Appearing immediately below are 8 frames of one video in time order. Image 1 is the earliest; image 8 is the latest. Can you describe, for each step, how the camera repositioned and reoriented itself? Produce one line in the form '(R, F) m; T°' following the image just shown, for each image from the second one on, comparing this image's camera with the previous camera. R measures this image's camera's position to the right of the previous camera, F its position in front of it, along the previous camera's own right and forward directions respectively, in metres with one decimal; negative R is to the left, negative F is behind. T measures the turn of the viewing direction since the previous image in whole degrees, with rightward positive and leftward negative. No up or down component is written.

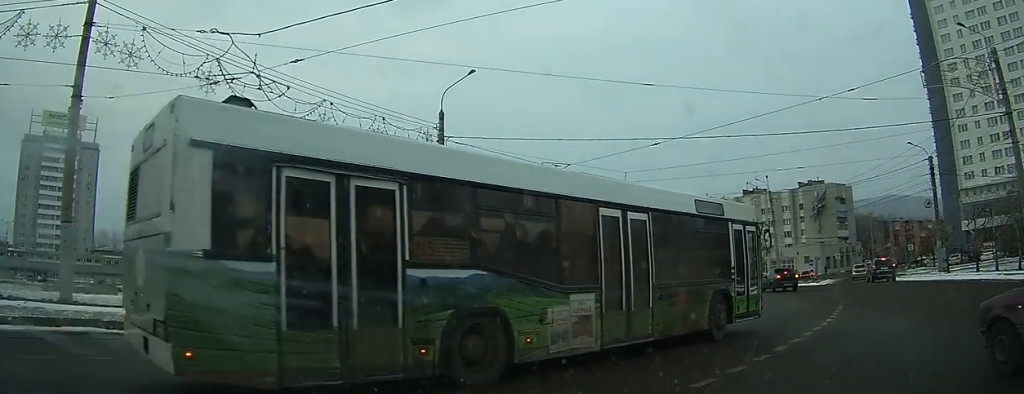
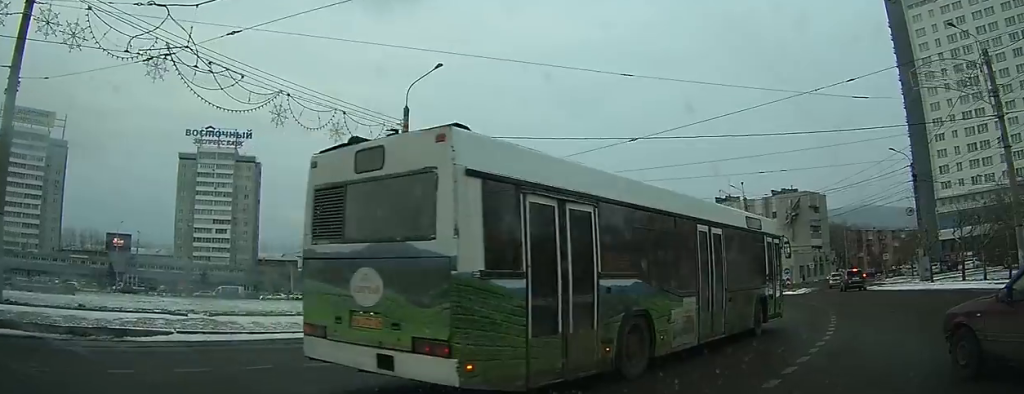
(0.0, +1.7) m; +3°
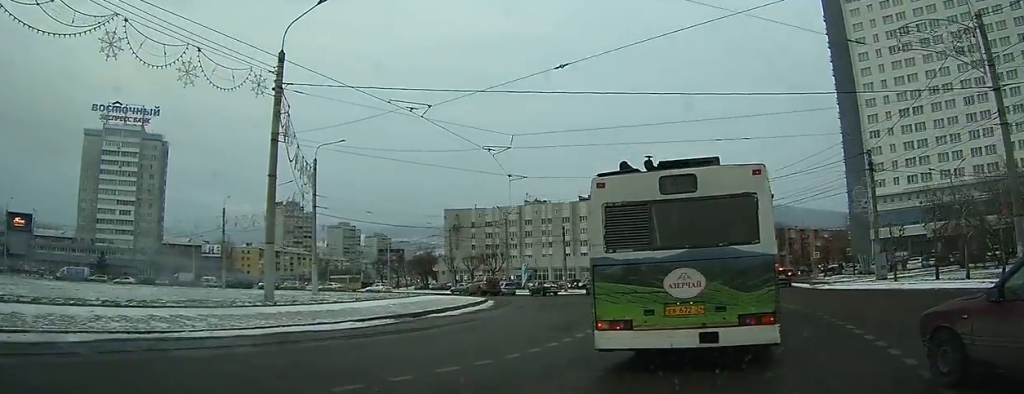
(+0.2, +5.3) m; +3°
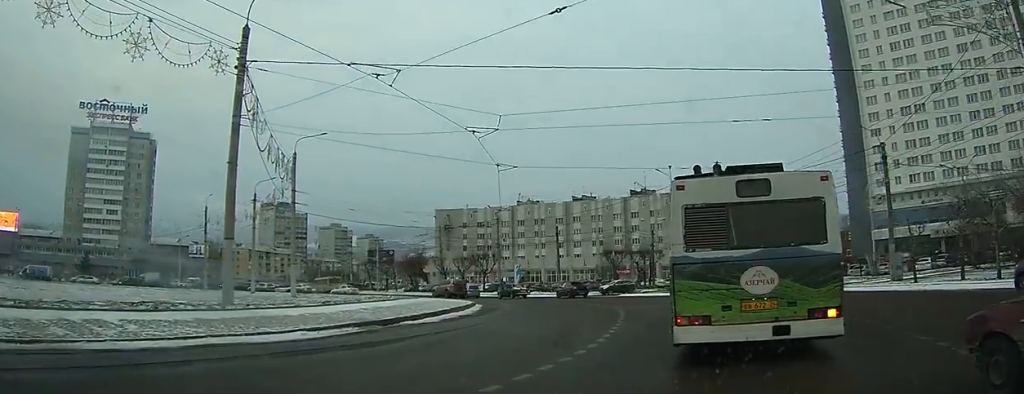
(0.0, +2.3) m; +1°
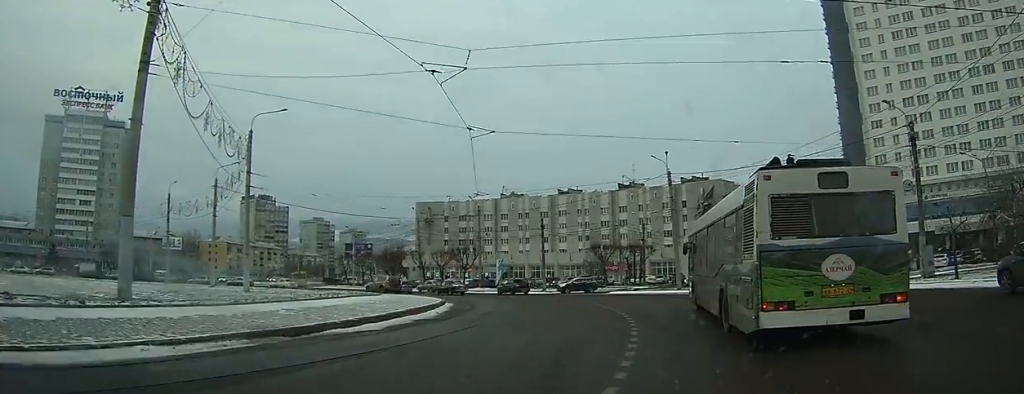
(+0.1, +4.4) m; +1°
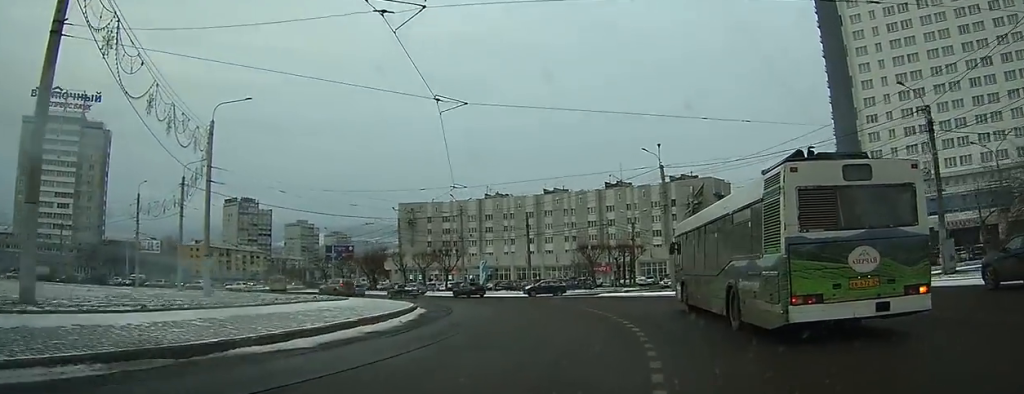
(0.0, +2.8) m; 0°
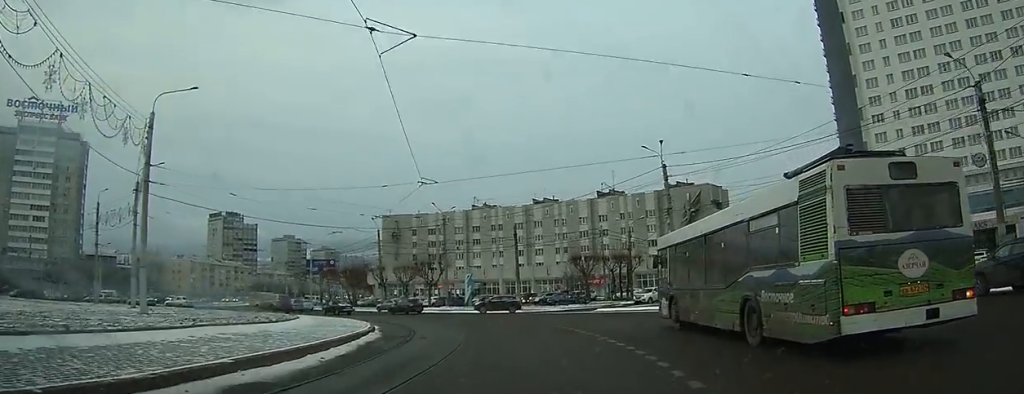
(0.0, +4.8) m; -1°
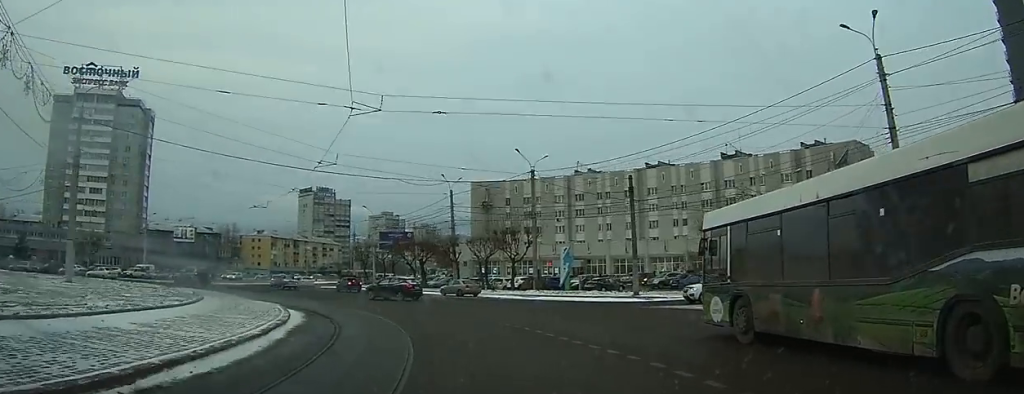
(-1.0, +17.4) m; -9°
